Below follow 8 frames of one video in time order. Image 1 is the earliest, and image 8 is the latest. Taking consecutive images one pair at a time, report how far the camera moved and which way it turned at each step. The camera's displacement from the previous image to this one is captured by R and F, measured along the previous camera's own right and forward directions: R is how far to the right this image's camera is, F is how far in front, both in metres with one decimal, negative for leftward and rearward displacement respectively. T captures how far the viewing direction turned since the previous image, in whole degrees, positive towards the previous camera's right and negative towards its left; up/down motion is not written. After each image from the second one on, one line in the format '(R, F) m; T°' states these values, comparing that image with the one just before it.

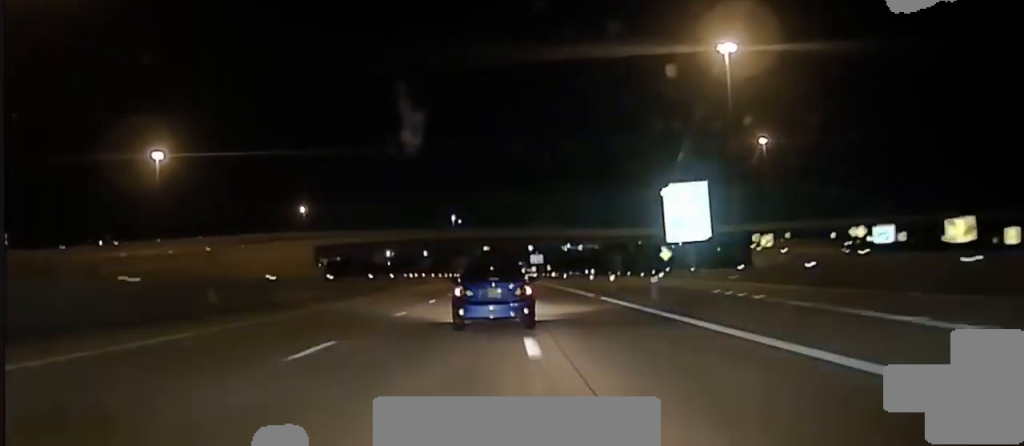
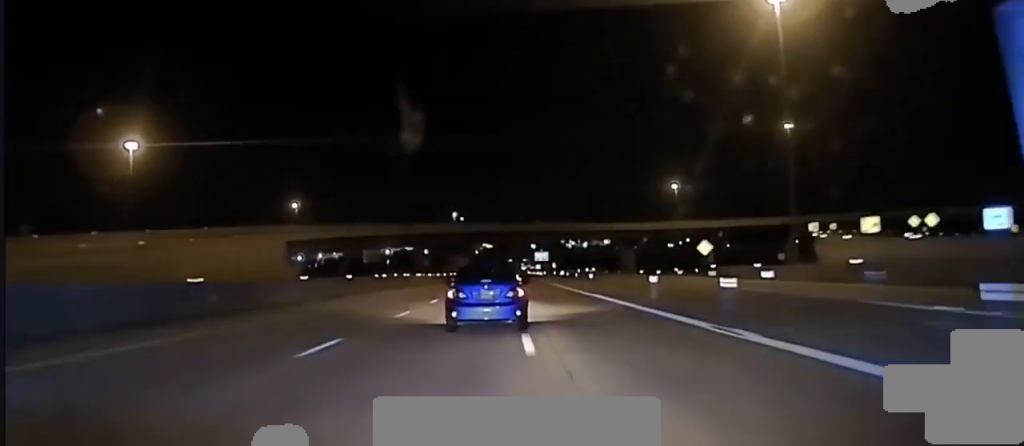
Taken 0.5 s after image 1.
(0.0, +23.2) m; 0°
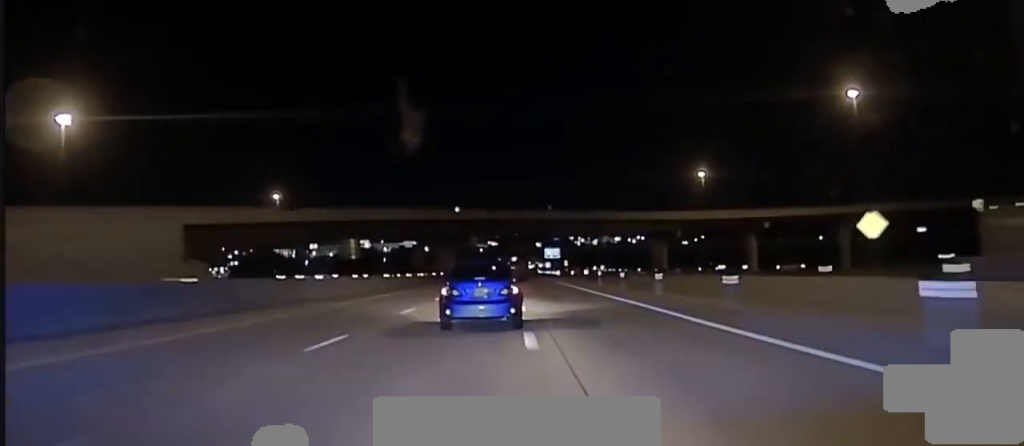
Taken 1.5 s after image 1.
(0.0, +46.9) m; 0°
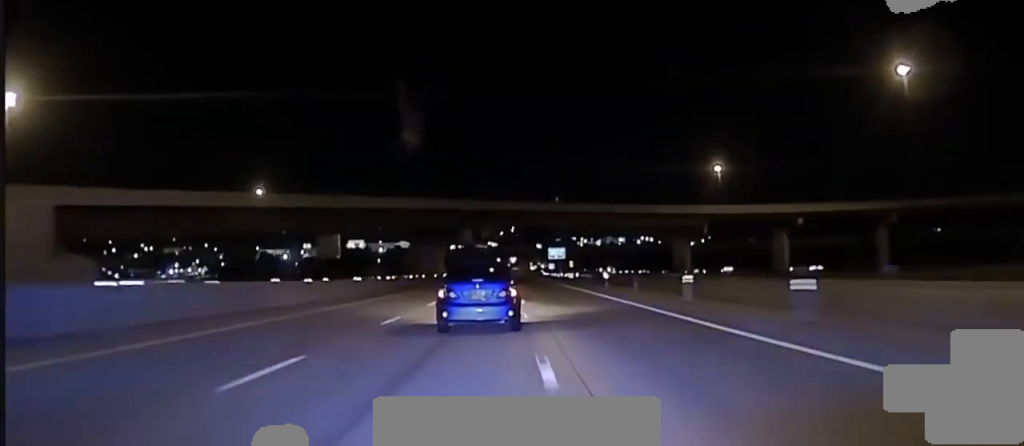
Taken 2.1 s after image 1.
(0.0, +30.4) m; 0°
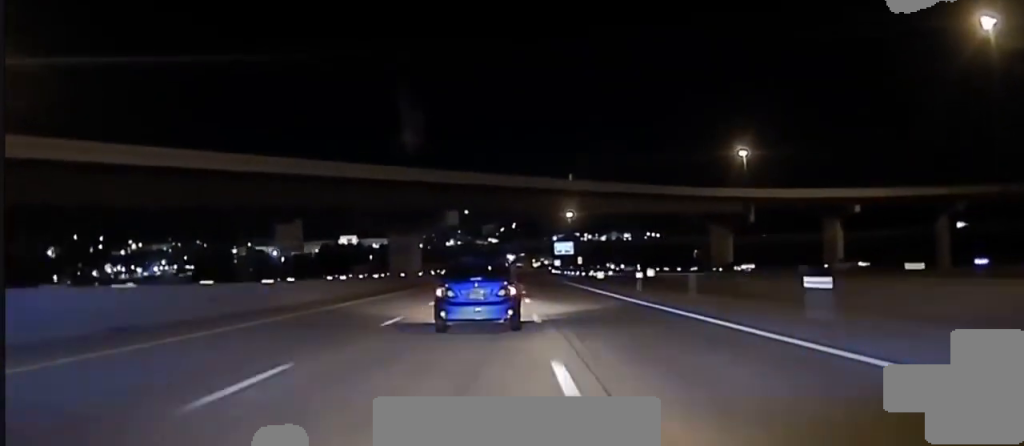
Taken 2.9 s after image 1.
(-0.1, +37.1) m; 0°
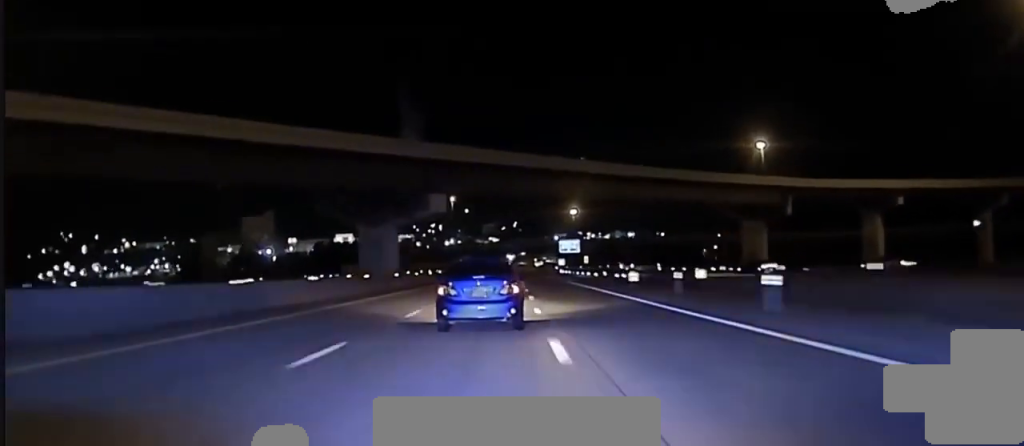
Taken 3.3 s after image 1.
(-0.1, +22.0) m; 0°
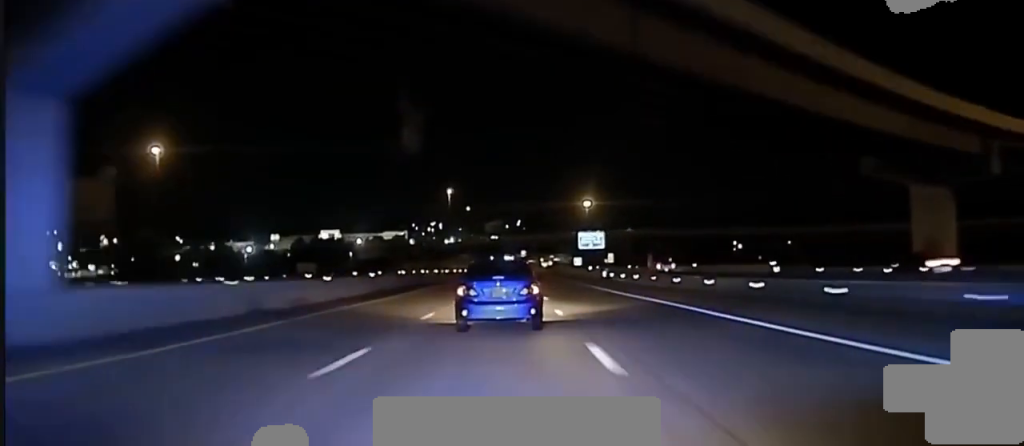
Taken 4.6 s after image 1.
(-0.1, +61.1) m; 0°
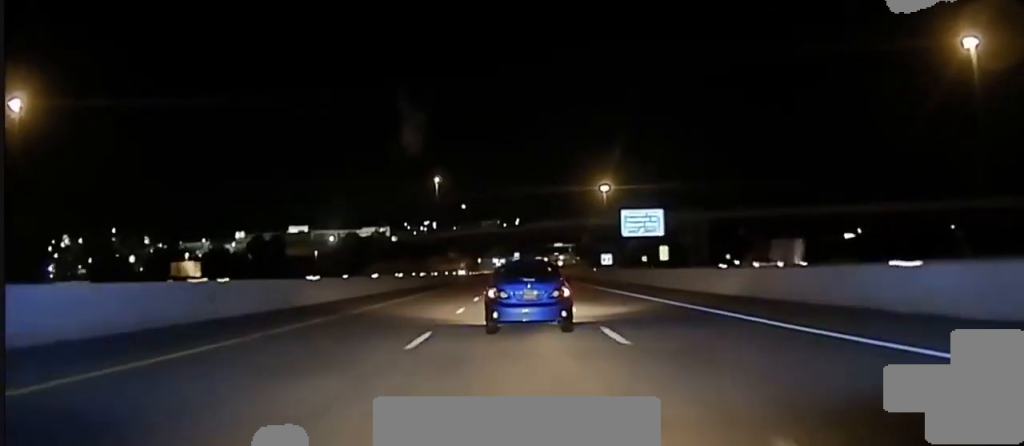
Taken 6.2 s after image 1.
(+0.1, +80.1) m; 0°
